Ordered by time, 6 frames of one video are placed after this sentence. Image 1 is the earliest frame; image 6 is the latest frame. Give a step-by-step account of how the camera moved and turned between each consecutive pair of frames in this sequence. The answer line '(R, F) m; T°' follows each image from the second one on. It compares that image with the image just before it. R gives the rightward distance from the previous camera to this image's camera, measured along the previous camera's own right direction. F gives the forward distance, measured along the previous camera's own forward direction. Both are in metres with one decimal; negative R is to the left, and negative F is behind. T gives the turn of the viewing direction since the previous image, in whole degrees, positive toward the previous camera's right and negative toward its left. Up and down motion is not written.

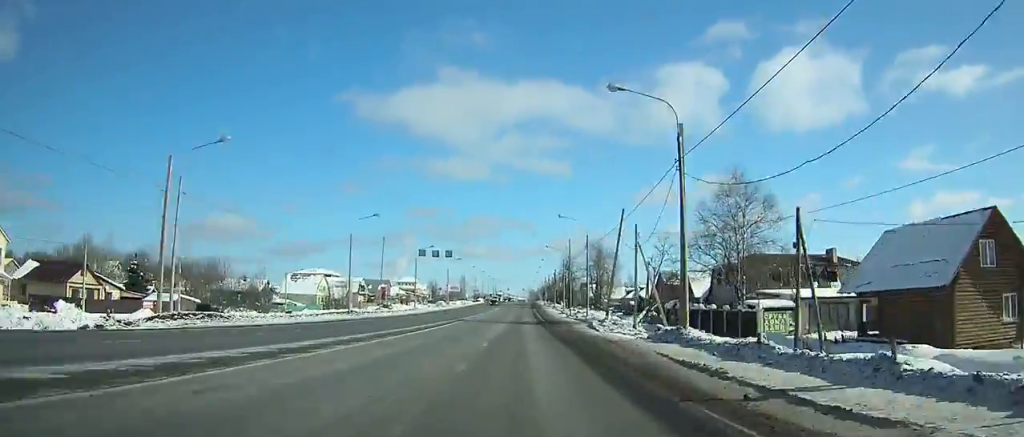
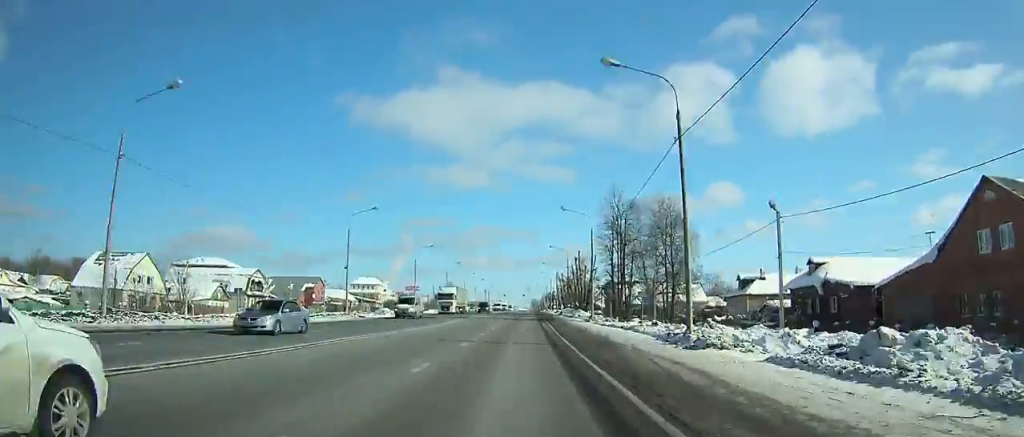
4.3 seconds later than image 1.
(+0.2, +72.4) m; 0°
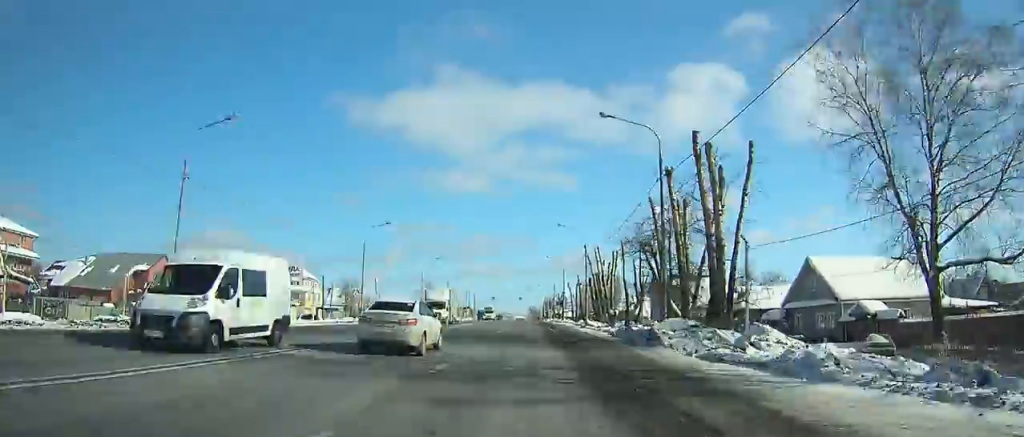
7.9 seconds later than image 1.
(-0.4, +63.7) m; 0°
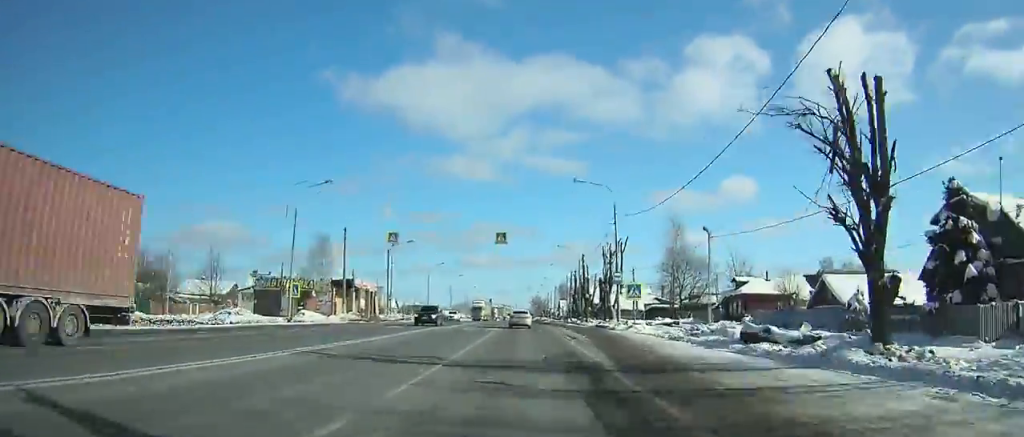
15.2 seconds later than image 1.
(+0.8, +131.3) m; 0°
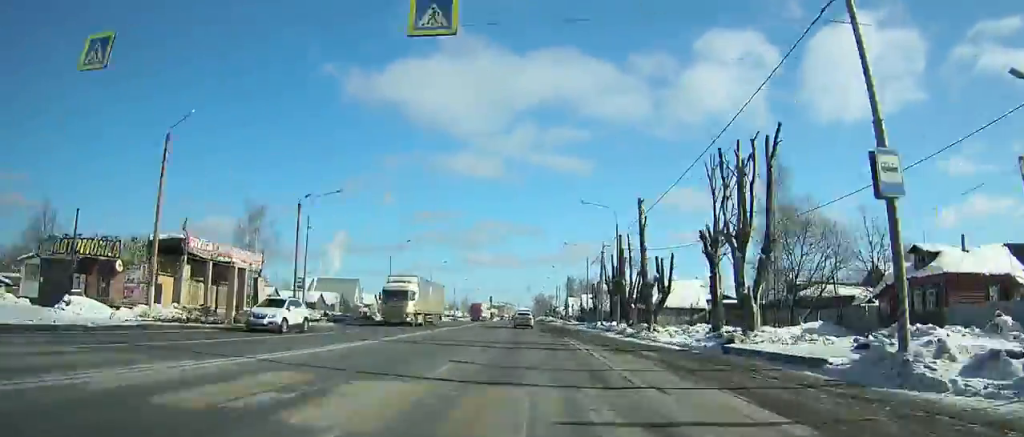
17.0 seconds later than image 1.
(+0.1, +32.3) m; 0°
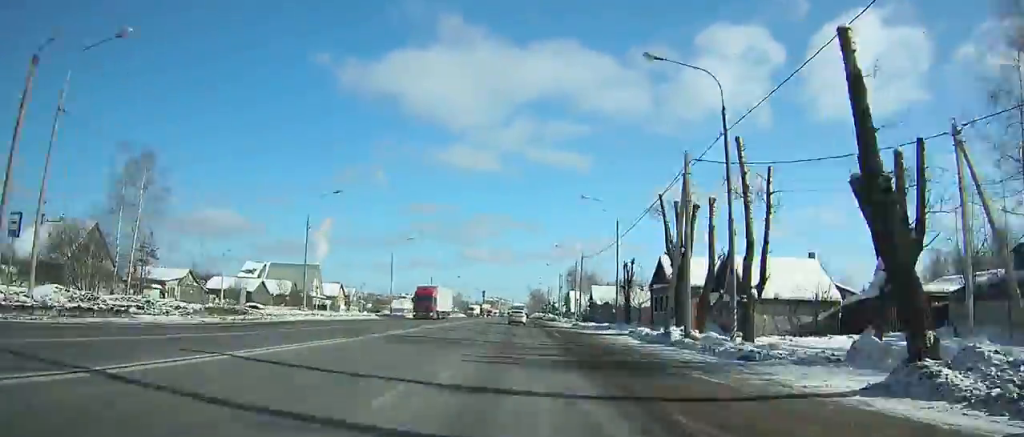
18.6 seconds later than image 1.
(-0.2, +28.6) m; 0°
